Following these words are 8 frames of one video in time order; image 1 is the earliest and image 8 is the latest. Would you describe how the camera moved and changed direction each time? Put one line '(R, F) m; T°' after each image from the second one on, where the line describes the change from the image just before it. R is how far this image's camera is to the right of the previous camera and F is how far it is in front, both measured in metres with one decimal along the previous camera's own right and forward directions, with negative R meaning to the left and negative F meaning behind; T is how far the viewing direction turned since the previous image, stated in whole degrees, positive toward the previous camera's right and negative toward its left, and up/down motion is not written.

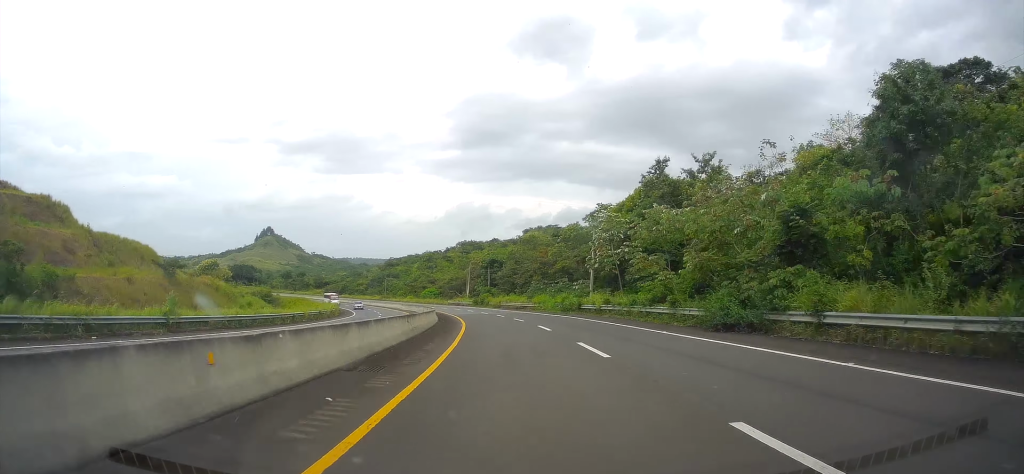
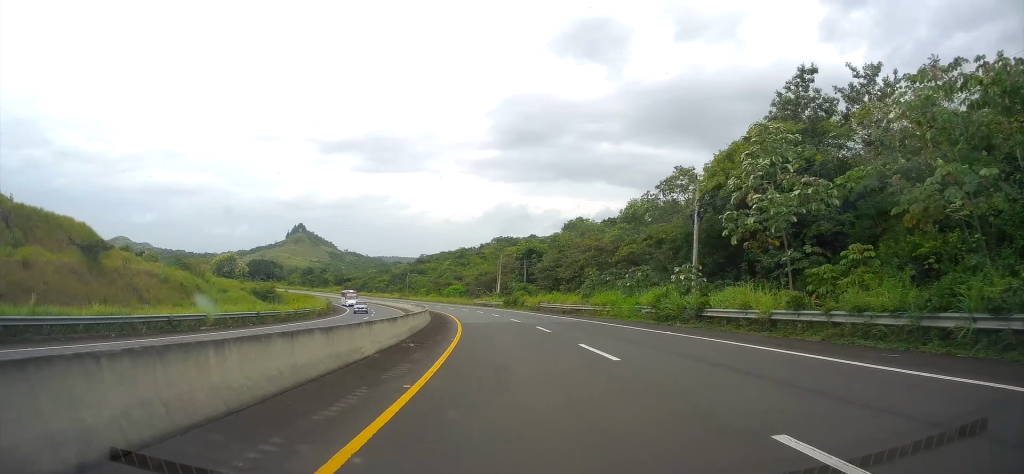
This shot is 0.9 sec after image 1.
(-0.3, +24.8) m; -2°
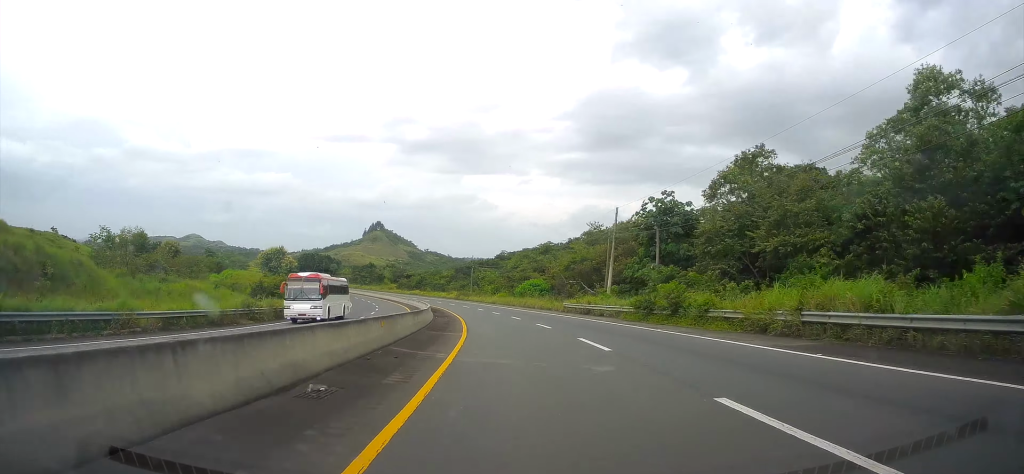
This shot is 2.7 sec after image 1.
(-2.1, +47.3) m; -6°
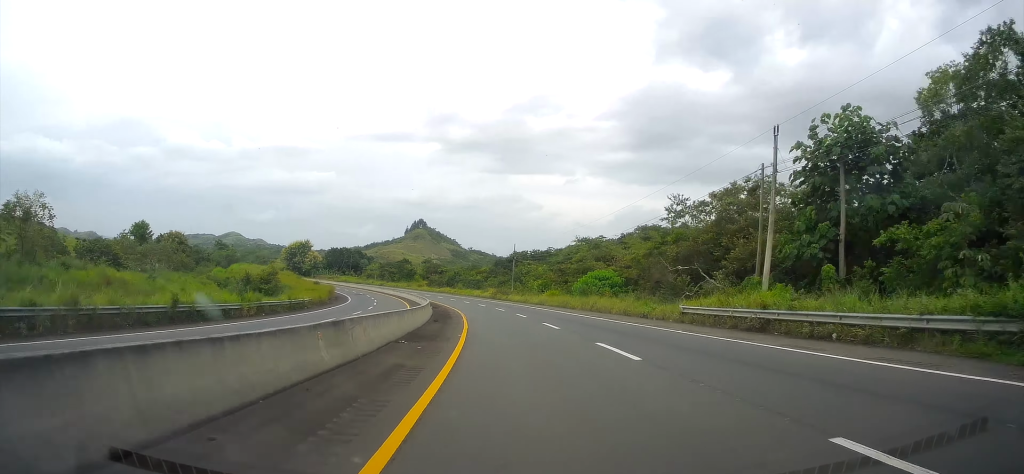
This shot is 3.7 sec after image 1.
(-0.4, +27.0) m; -4°
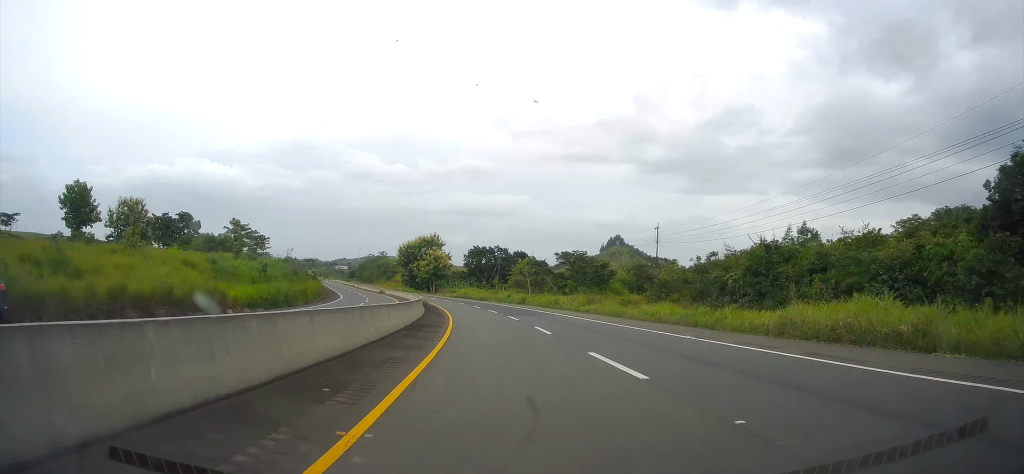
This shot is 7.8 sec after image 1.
(-19.1, +109.3) m; -20°
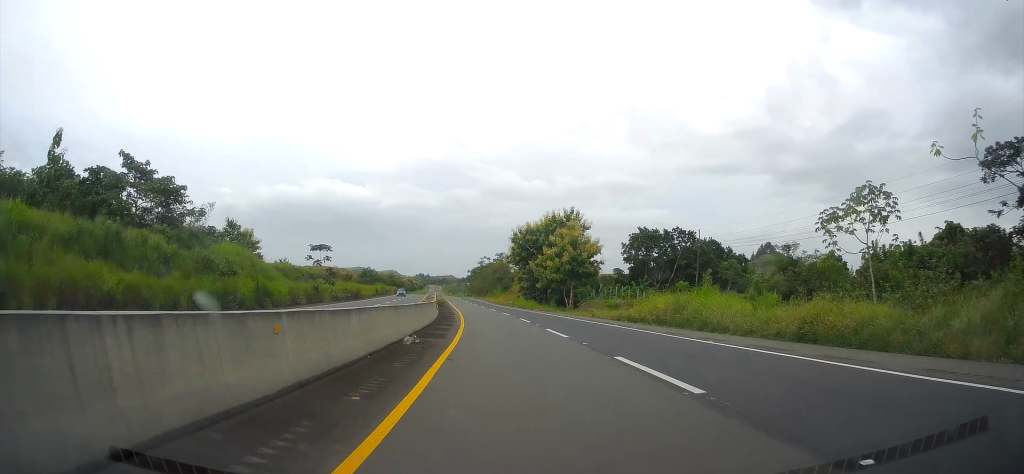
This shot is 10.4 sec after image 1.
(-9.6, +73.9) m; -14°
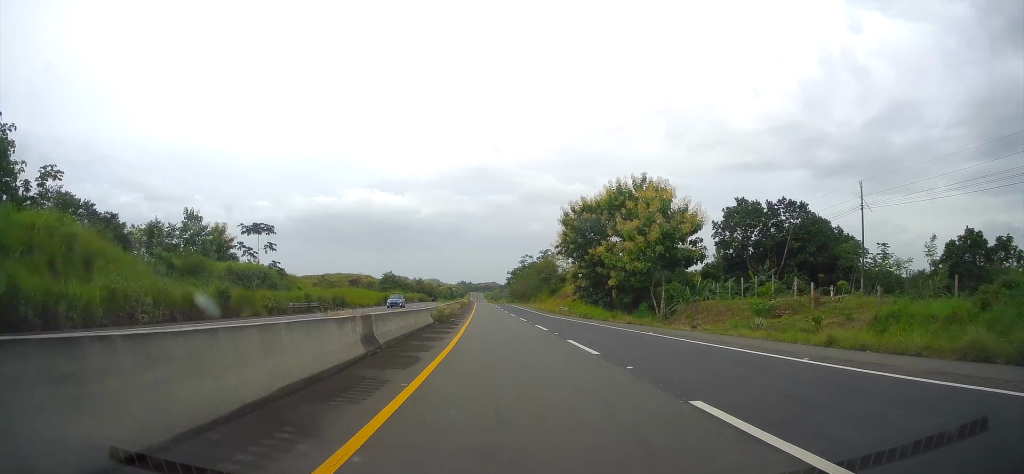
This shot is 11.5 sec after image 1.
(-1.0, +30.8) m; -5°
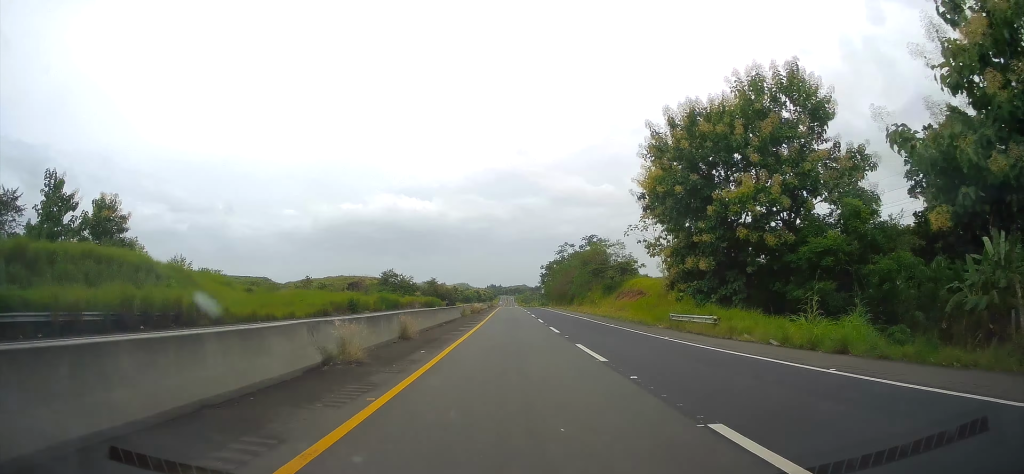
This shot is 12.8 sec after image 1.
(-2.0, +38.1) m; -4°
